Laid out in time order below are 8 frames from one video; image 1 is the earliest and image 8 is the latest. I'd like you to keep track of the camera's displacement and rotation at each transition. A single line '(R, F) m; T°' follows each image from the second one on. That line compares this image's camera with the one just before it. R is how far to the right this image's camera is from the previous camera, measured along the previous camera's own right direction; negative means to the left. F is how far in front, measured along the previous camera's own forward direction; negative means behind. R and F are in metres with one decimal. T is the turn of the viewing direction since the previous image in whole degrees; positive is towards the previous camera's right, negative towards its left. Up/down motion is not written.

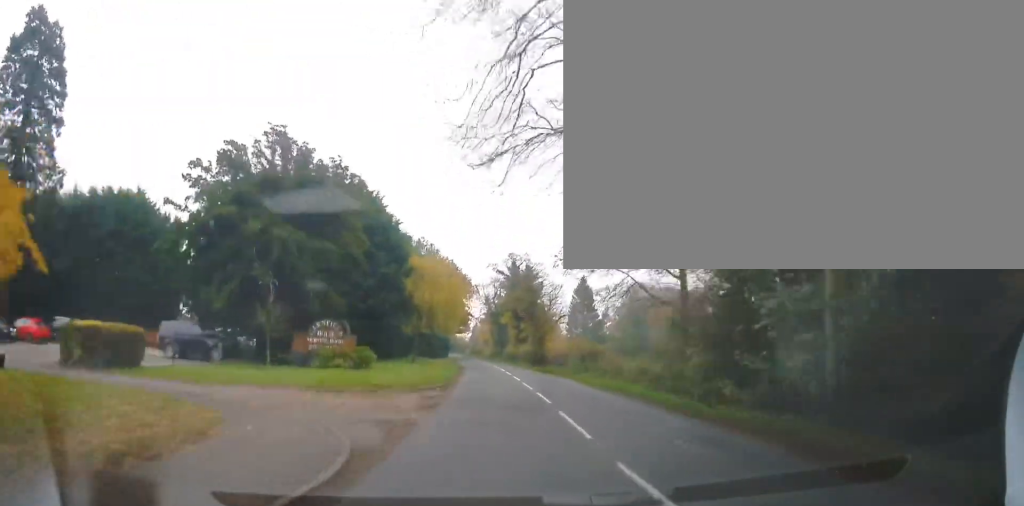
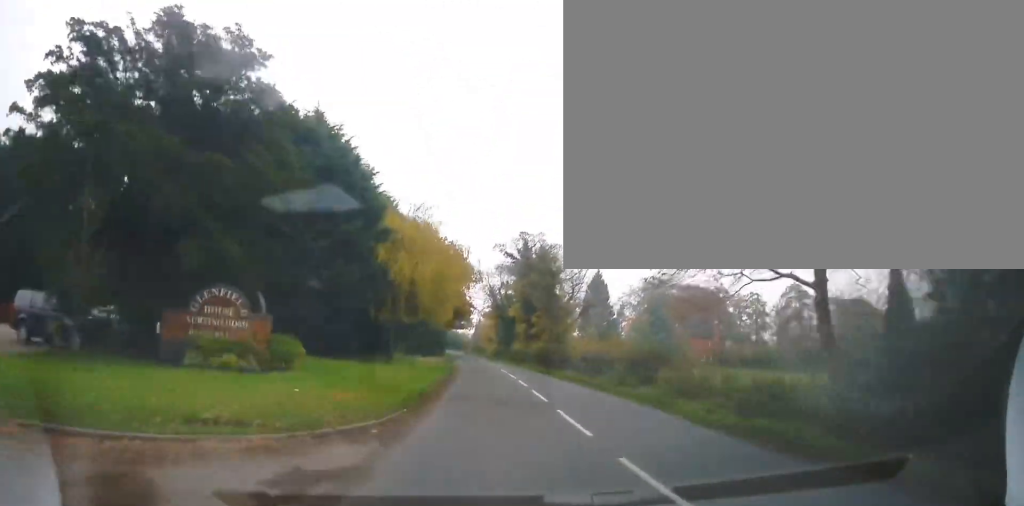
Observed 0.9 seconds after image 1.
(-0.2, +11.9) m; -1°
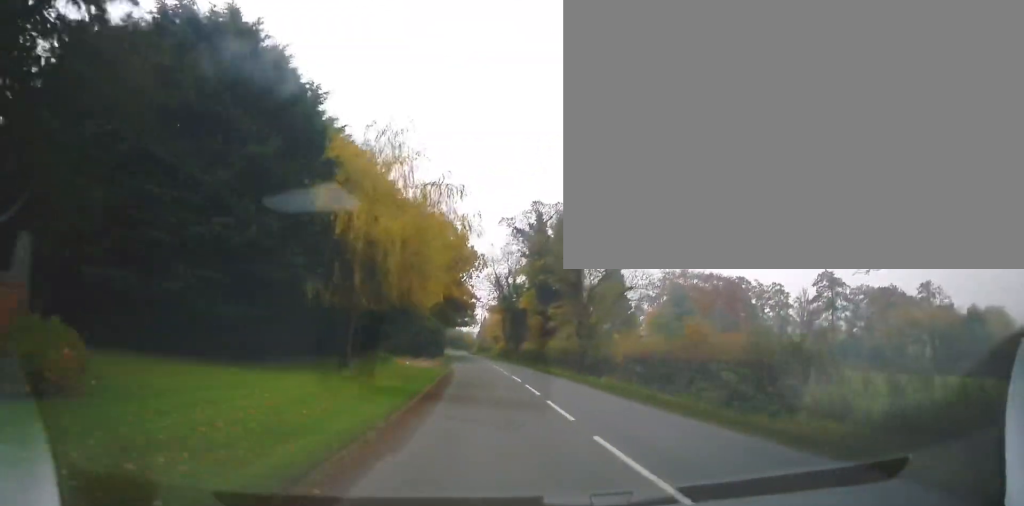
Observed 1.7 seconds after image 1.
(-0.2, +10.4) m; +1°
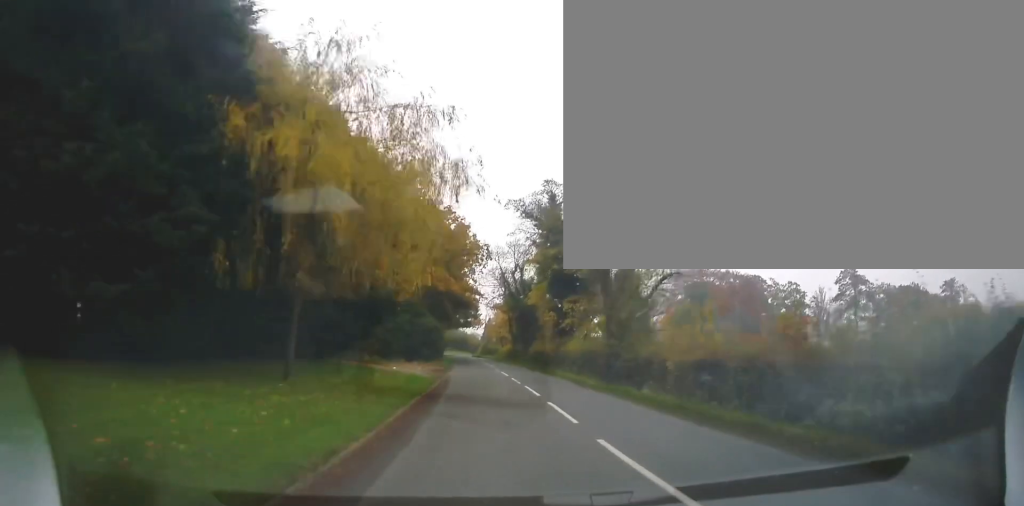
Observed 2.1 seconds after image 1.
(+0.1, +6.0) m; 0°
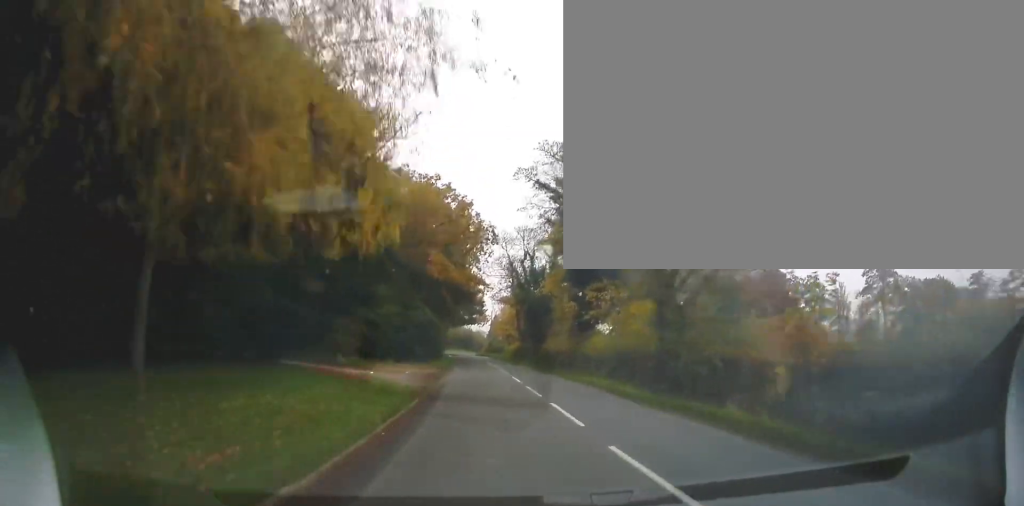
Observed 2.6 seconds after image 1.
(+0.2, +6.9) m; 0°
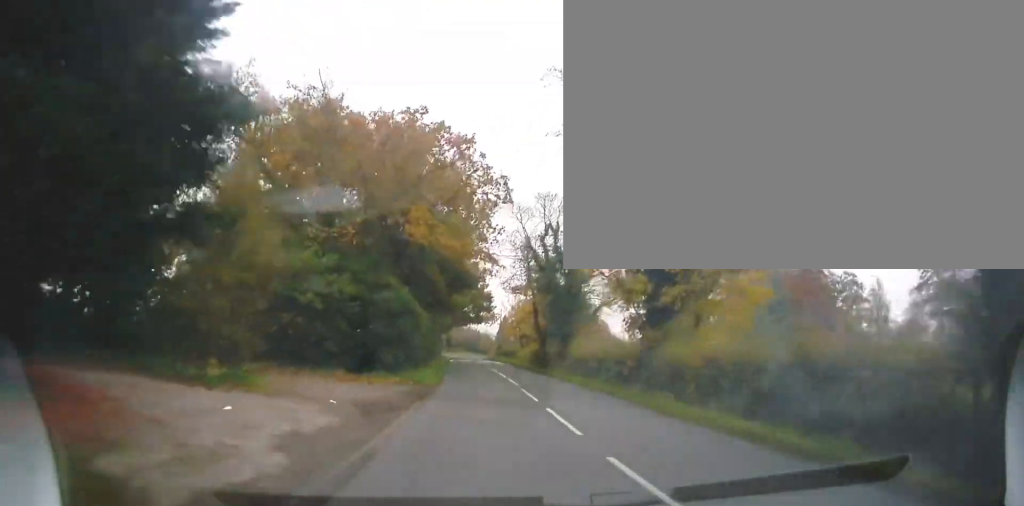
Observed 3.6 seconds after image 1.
(-0.3, +13.2) m; -4°
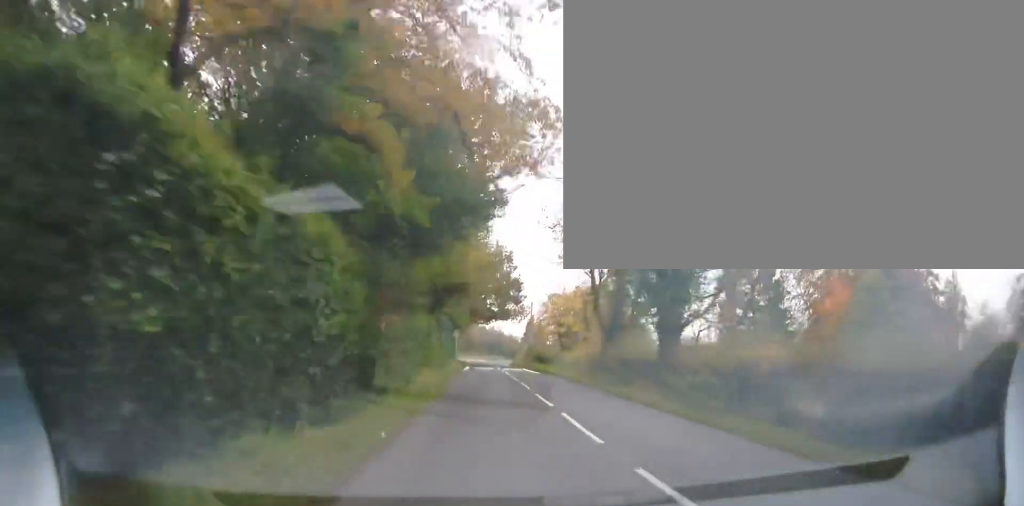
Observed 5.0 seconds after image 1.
(-0.6, +19.0) m; -1°
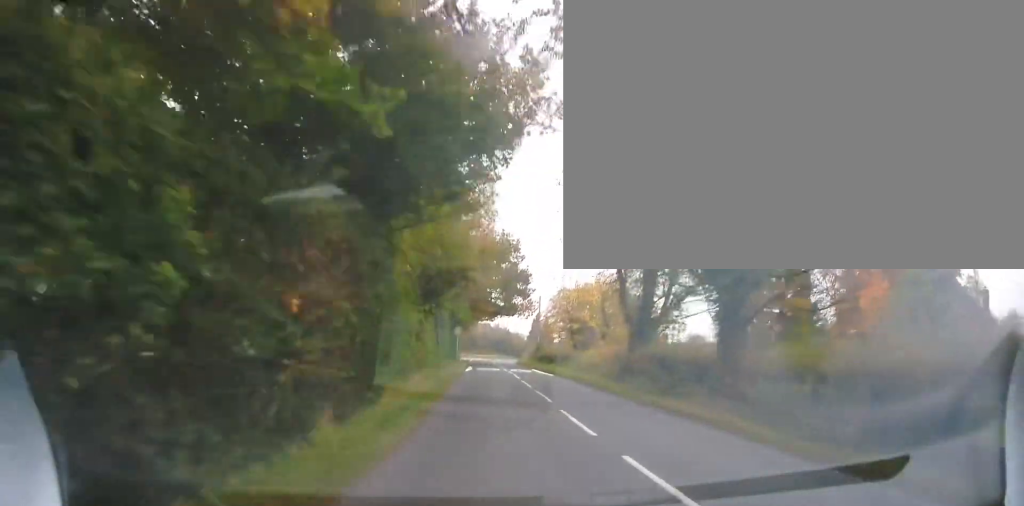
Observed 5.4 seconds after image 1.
(+0.2, +5.4) m; 0°
